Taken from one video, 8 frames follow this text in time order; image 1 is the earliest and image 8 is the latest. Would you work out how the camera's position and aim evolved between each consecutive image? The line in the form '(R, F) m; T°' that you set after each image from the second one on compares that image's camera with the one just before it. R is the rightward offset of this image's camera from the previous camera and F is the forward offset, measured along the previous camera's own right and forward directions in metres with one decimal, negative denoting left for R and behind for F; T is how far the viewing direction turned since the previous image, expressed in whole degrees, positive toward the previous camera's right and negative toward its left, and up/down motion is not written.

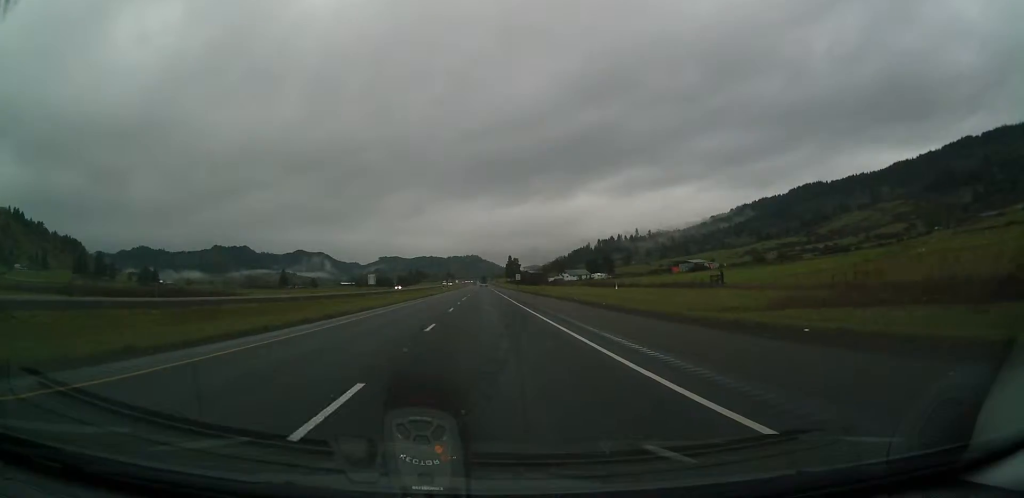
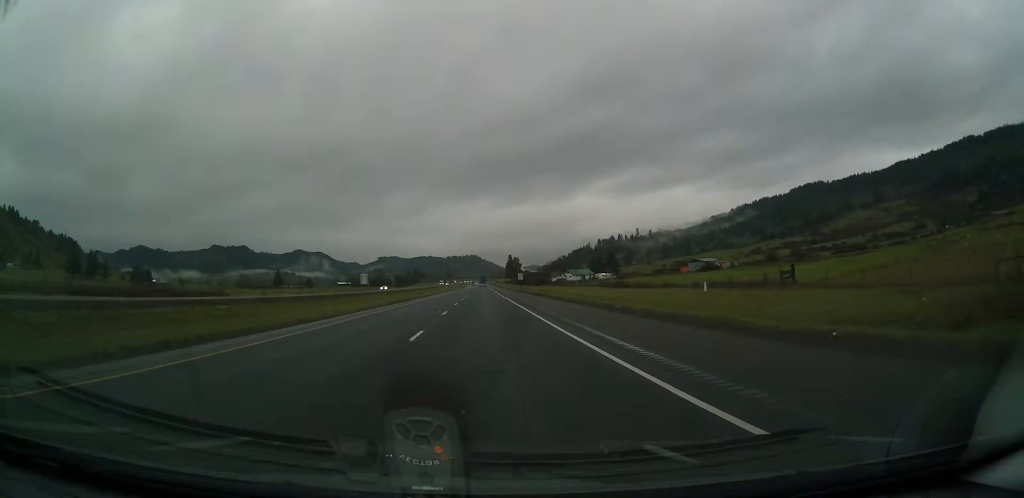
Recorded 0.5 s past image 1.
(0.0, +15.2) m; 0°
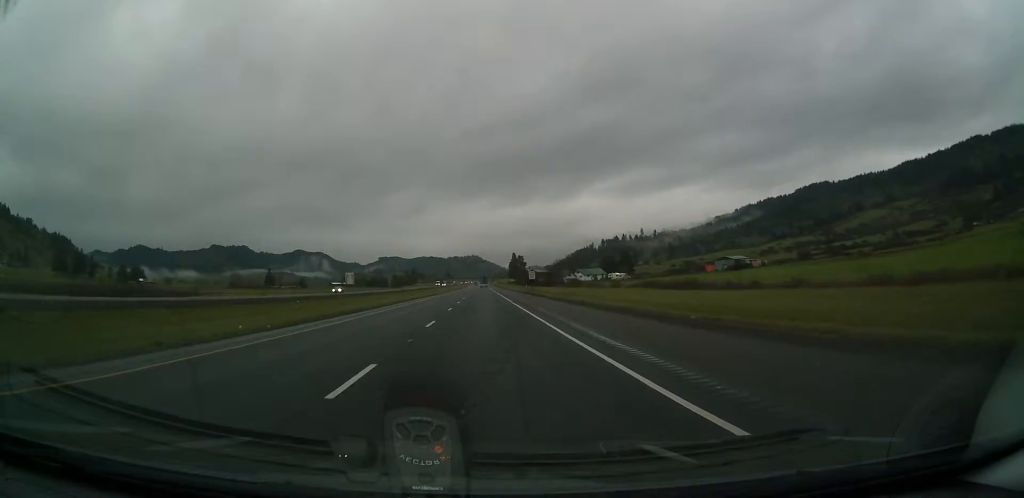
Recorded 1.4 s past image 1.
(+0.1, +31.4) m; 0°
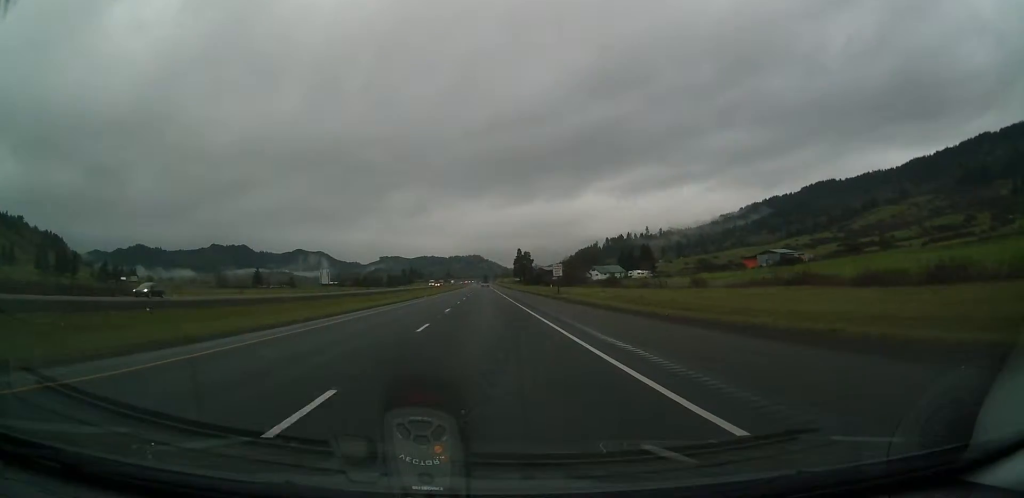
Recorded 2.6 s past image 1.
(+0.1, +38.9) m; 0°
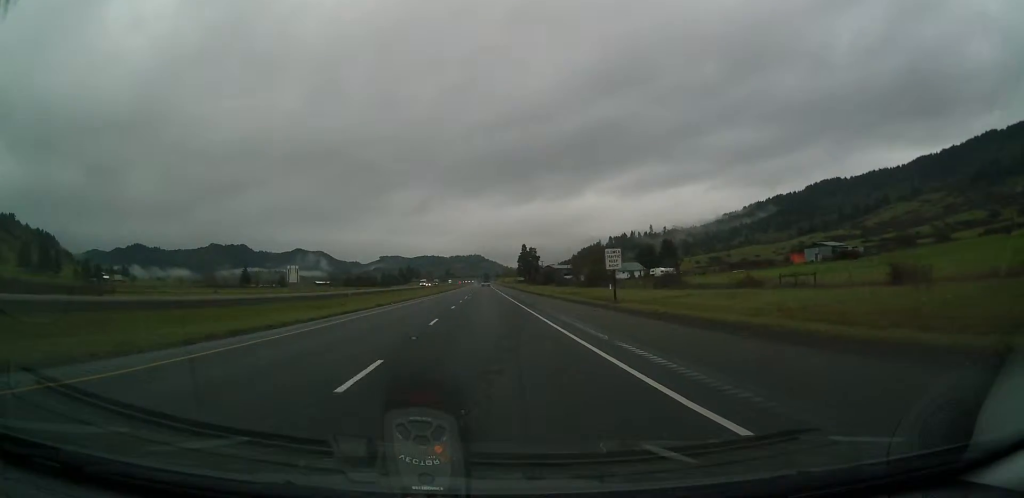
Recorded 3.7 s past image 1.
(-0.1, +33.6) m; 0°
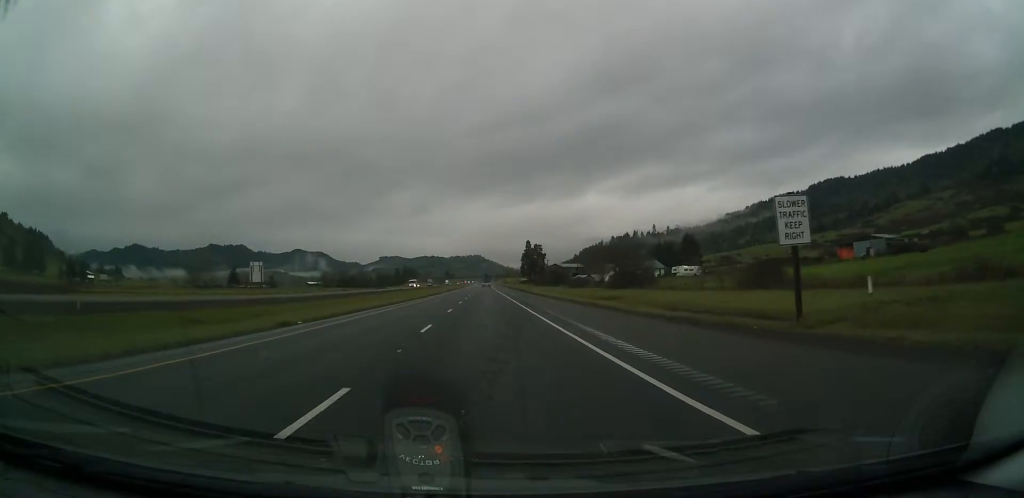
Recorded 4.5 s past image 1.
(0.0, +27.1) m; 0°
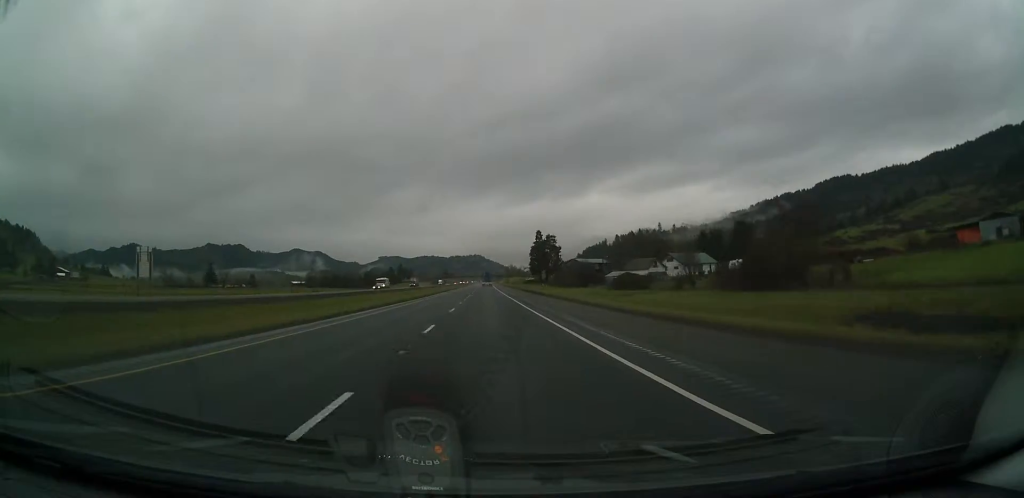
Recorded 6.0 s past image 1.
(+0.2, +48.9) m; 0°
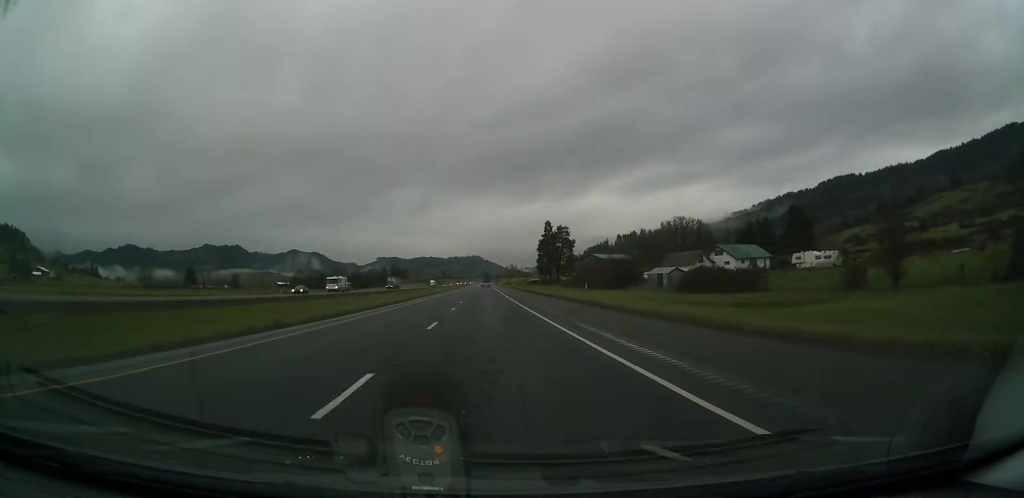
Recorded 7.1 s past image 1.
(-0.2, +34.7) m; -1°
